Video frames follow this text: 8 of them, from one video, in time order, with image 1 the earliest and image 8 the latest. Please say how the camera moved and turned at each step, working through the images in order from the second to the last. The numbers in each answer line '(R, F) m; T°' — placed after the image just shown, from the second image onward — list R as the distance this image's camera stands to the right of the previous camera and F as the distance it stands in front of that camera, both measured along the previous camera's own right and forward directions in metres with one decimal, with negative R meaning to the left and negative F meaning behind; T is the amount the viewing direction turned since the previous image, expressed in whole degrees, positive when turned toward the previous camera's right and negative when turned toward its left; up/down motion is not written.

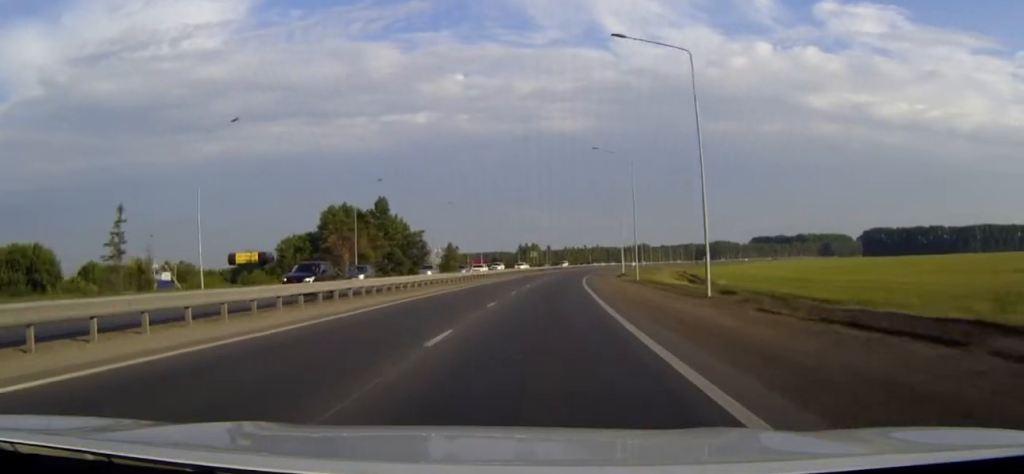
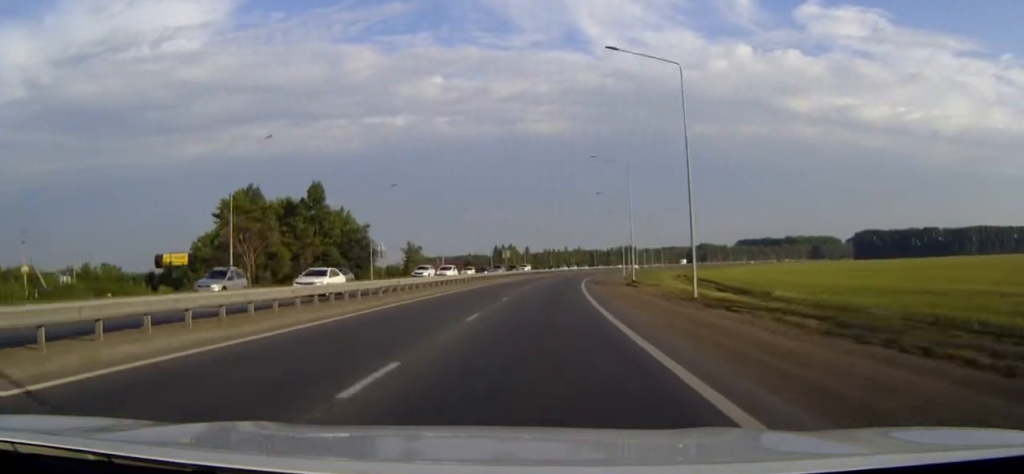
(0.0, +28.8) m; 0°
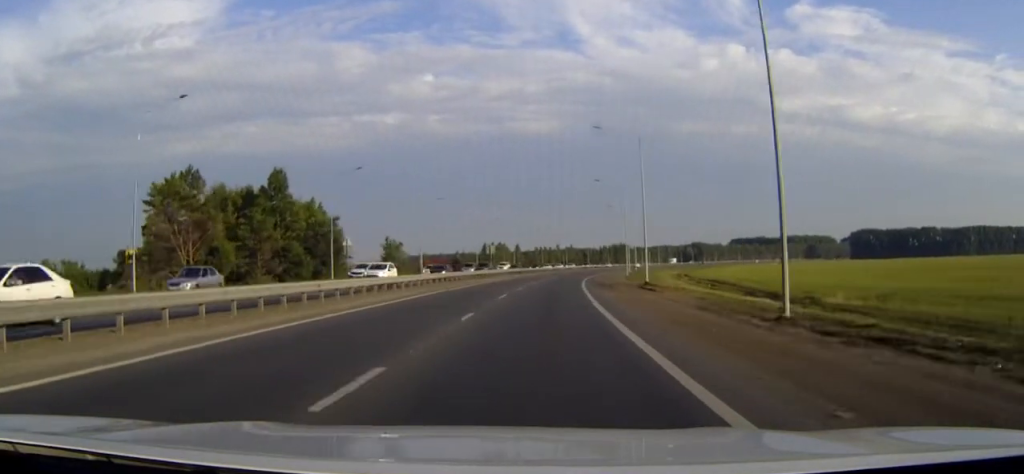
(0.0, +12.8) m; 0°
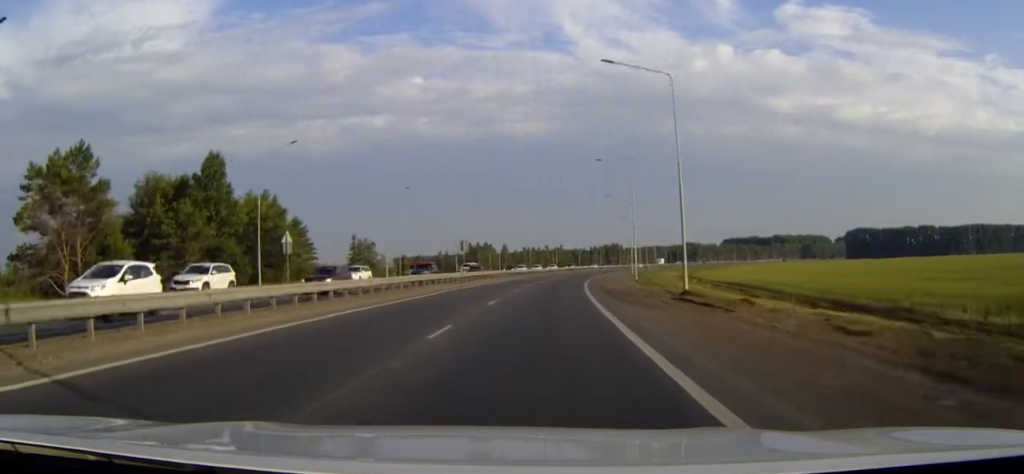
(0.0, +16.8) m; 0°
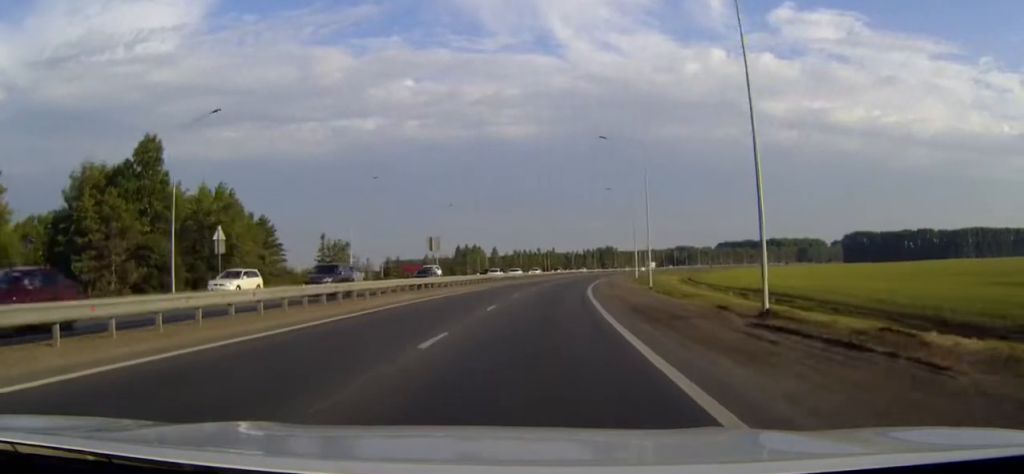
(0.0, +13.2) m; 0°
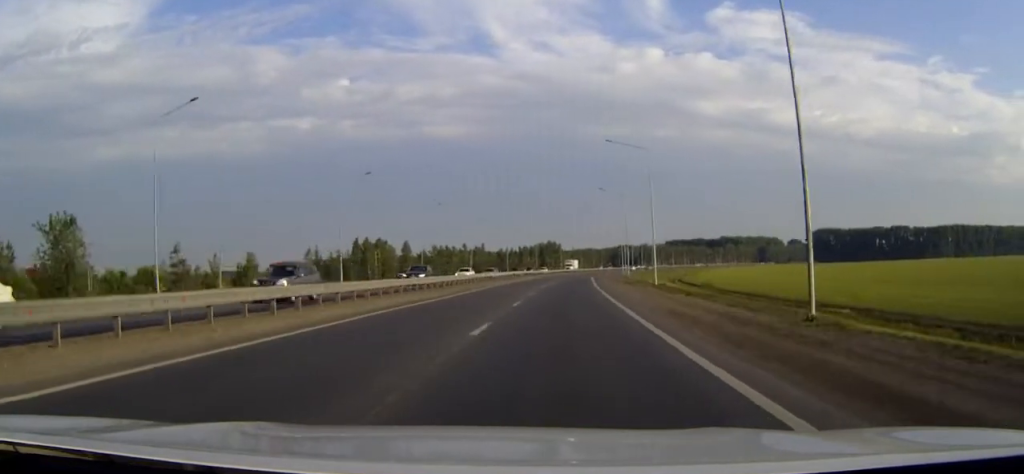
(+4.2, +69.4) m; +7°
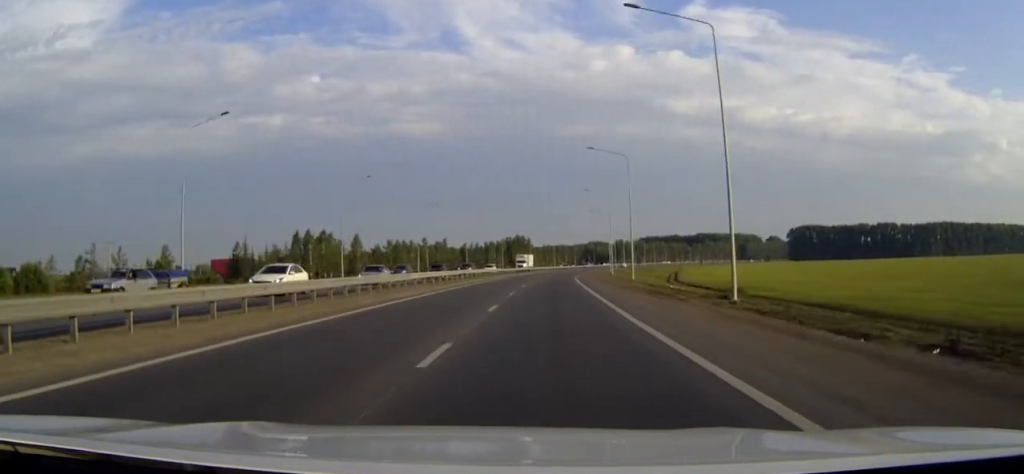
(0.0, +29.0) m; +1°
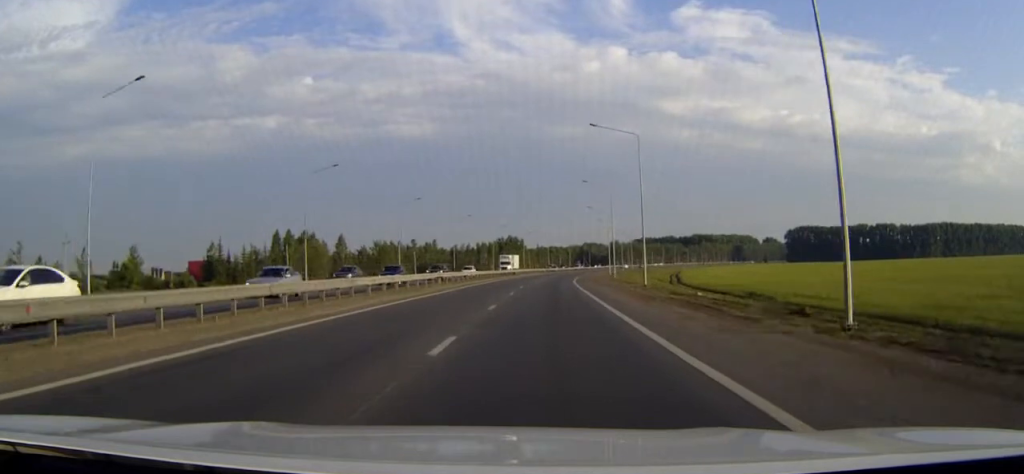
(-0.1, +10.5) m; +1°
